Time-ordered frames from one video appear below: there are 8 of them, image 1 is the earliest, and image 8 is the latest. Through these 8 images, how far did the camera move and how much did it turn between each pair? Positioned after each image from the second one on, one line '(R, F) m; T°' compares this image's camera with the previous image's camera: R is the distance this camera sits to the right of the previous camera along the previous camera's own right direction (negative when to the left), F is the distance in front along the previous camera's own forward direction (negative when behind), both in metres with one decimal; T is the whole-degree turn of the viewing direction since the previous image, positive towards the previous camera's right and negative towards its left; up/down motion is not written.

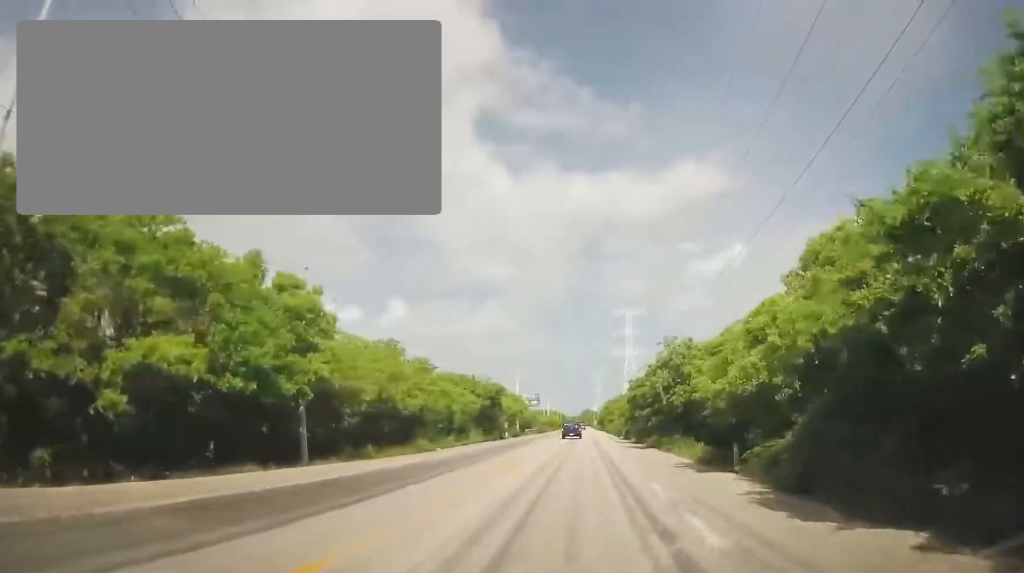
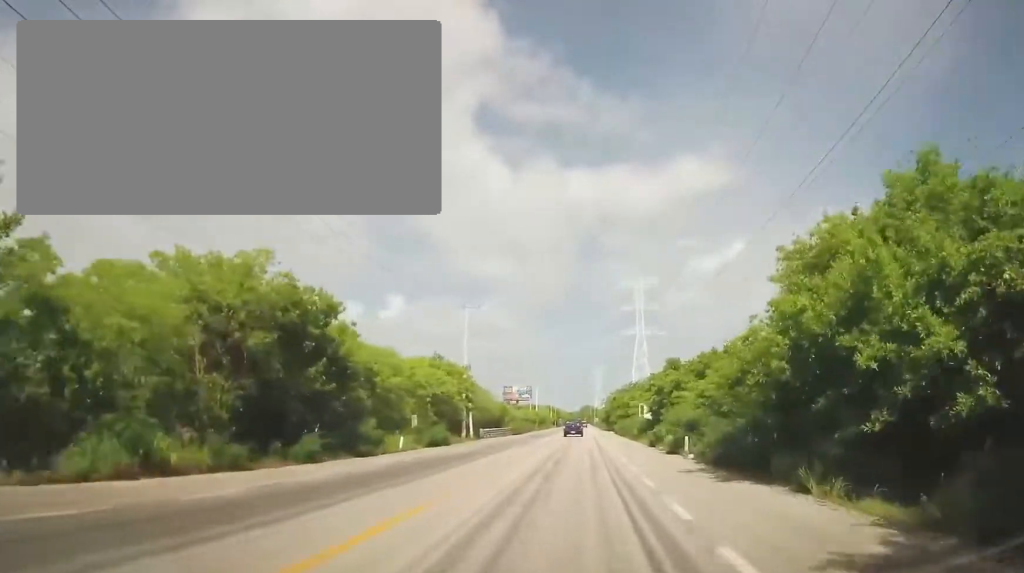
(-0.2, +39.8) m; +1°
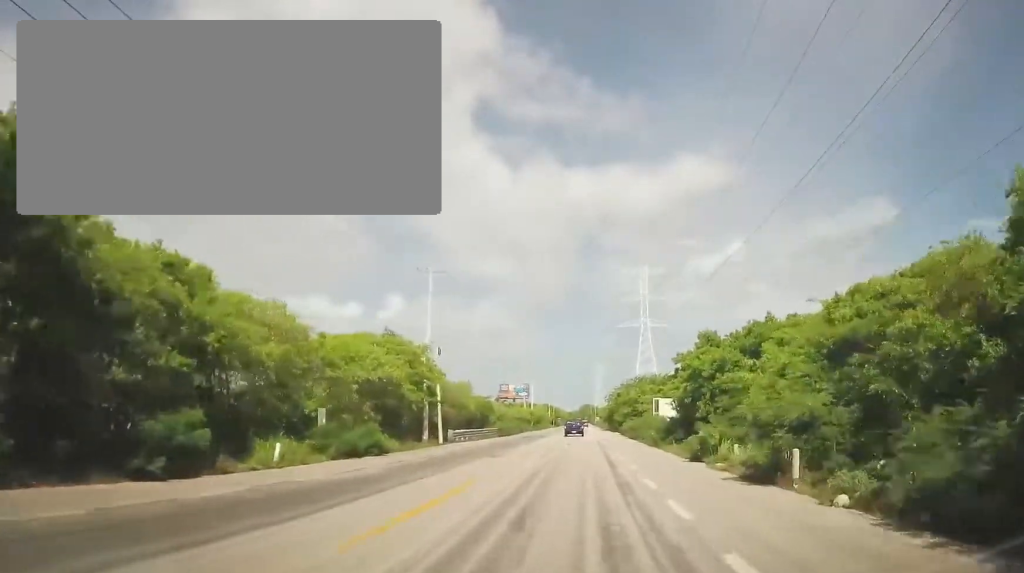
(+0.4, +12.6) m; 0°
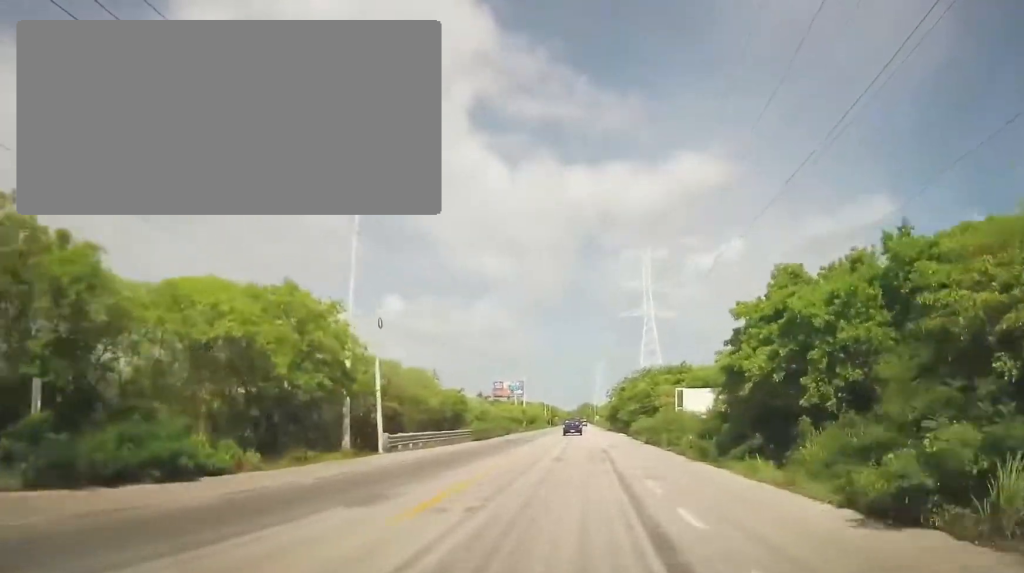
(+0.2, +13.4) m; 0°
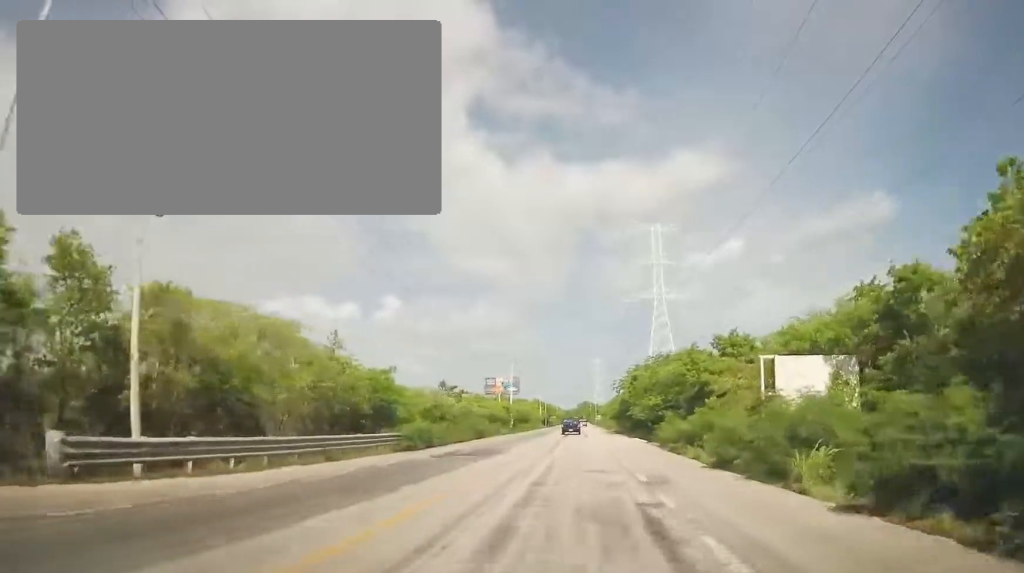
(-0.3, +19.1) m; -2°
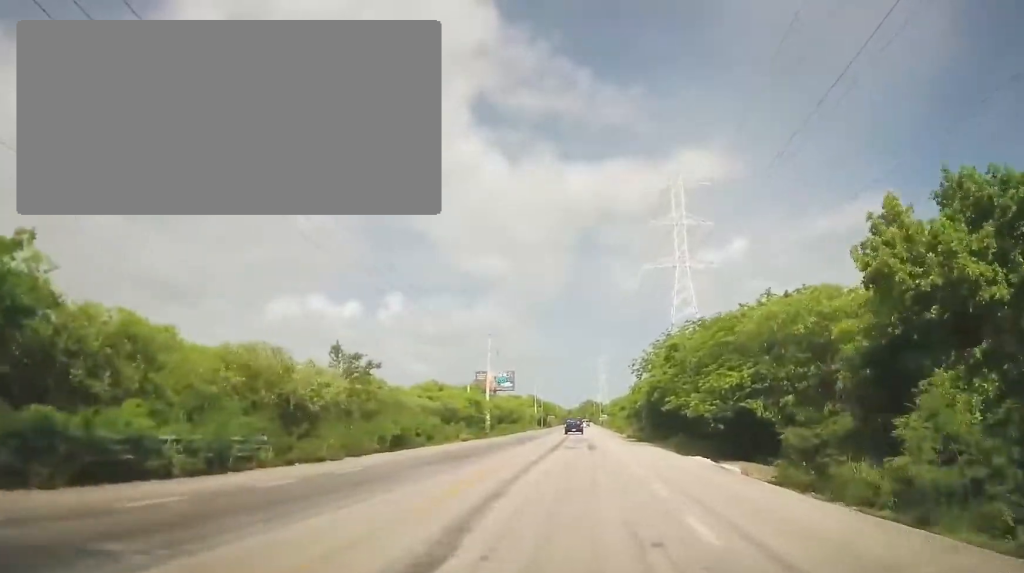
(-0.3, +23.9) m; -1°
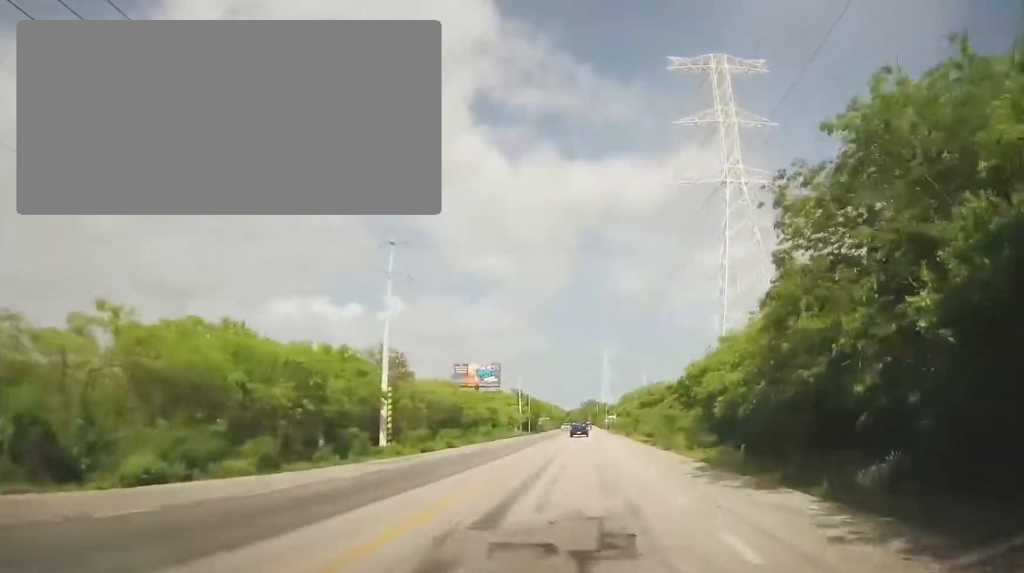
(+0.3, +34.2) m; +1°
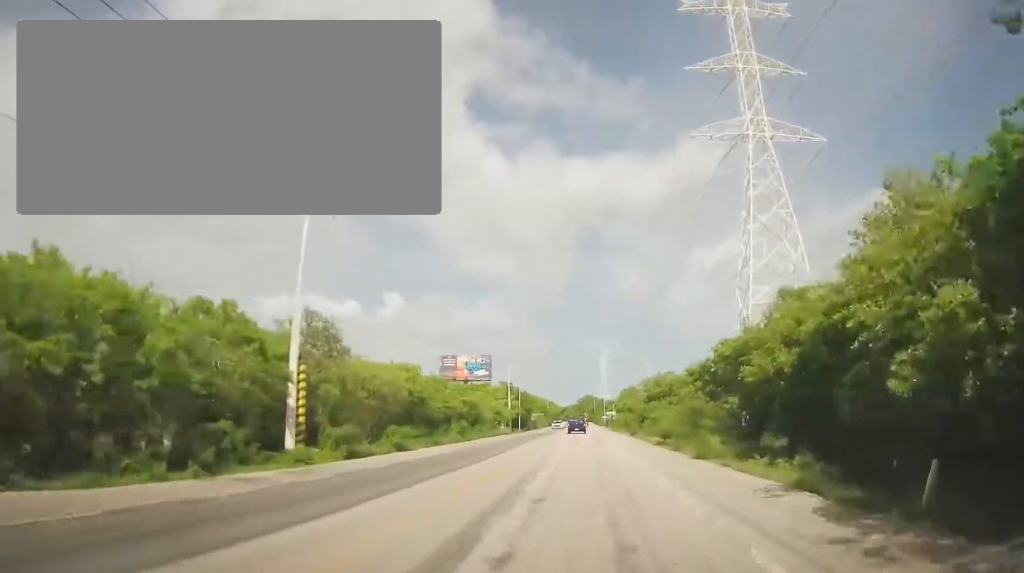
(+0.1, +9.9) m; 0°
